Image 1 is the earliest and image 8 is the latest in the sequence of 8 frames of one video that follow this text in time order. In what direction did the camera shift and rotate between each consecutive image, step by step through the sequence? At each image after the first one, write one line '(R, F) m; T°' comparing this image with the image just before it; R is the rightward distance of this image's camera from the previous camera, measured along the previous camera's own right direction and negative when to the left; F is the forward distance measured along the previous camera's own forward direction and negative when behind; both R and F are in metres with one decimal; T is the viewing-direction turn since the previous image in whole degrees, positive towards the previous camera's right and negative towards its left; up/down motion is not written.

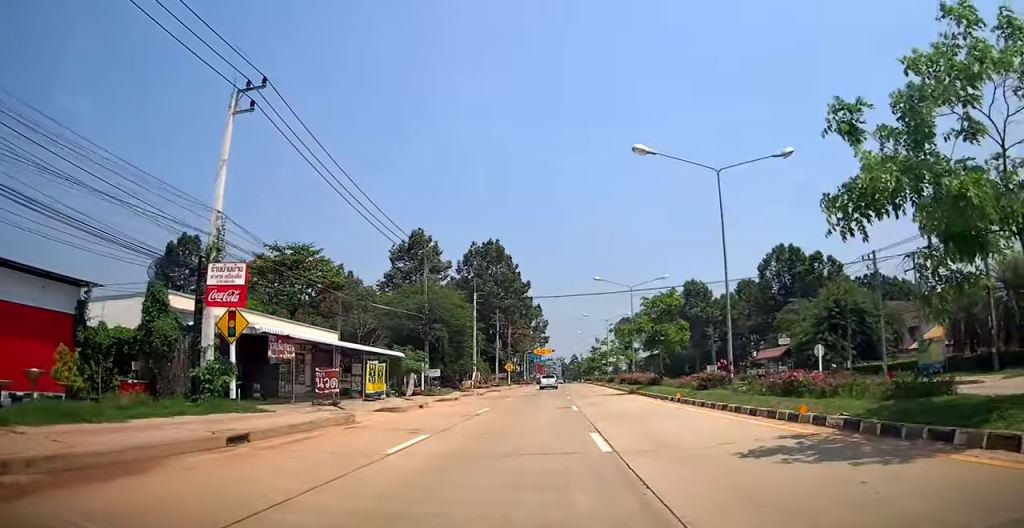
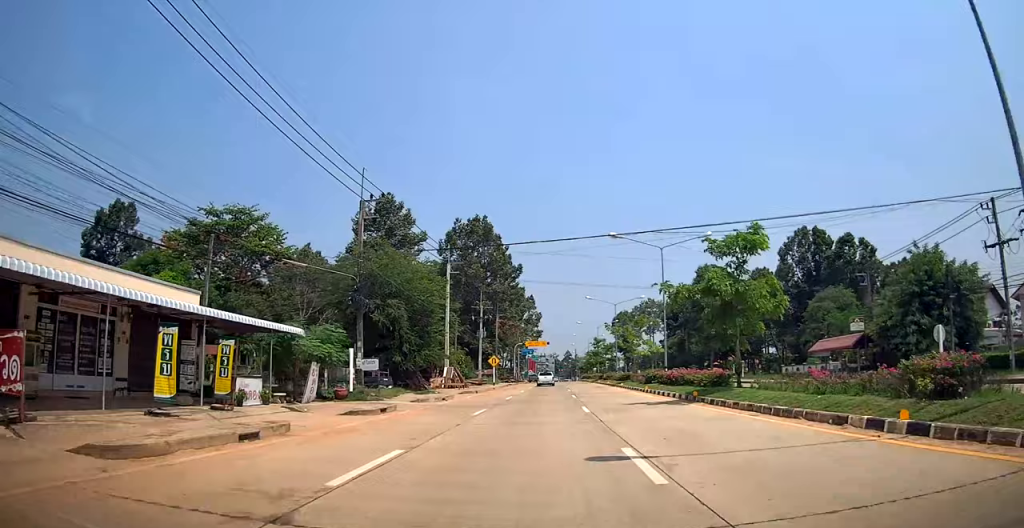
(-0.2, +14.9) m; 0°
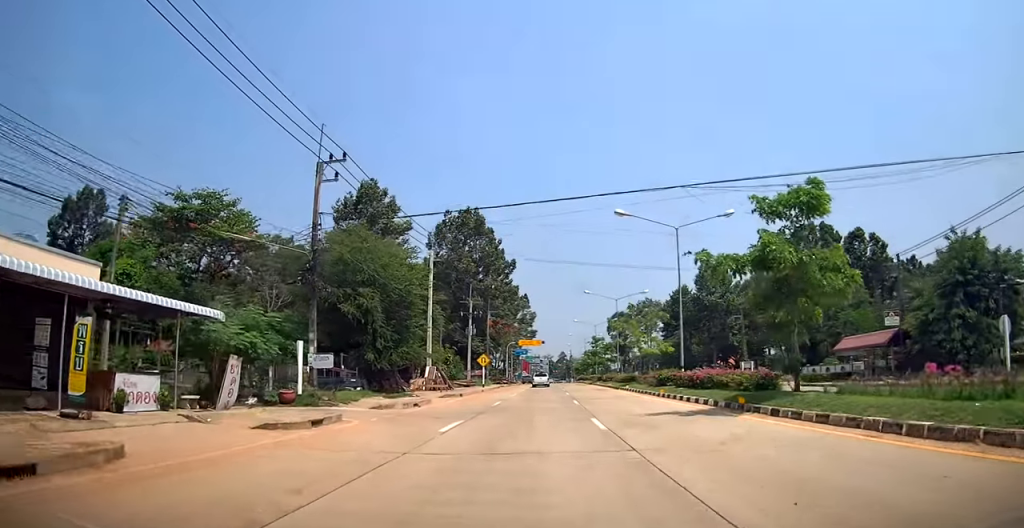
(0.0, +5.3) m; +1°
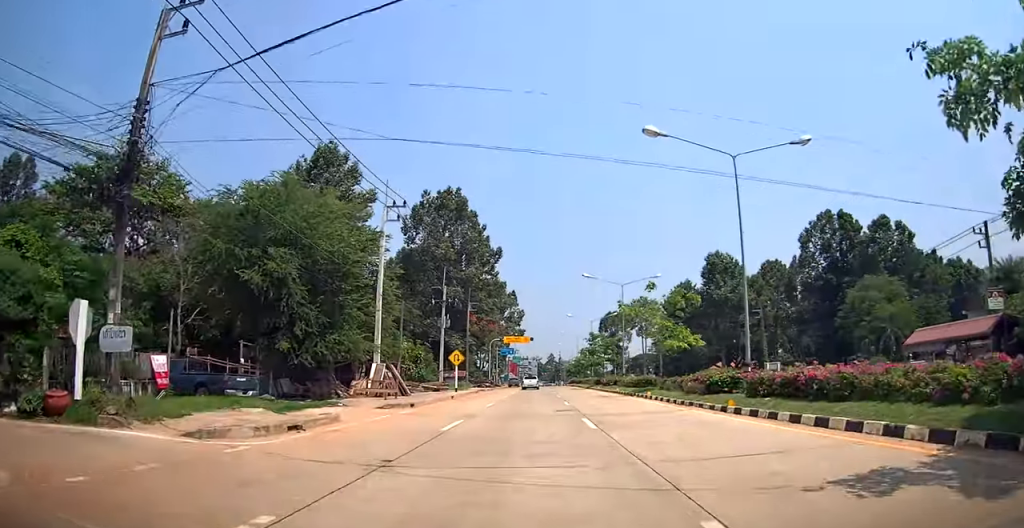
(+0.1, +11.0) m; +1°
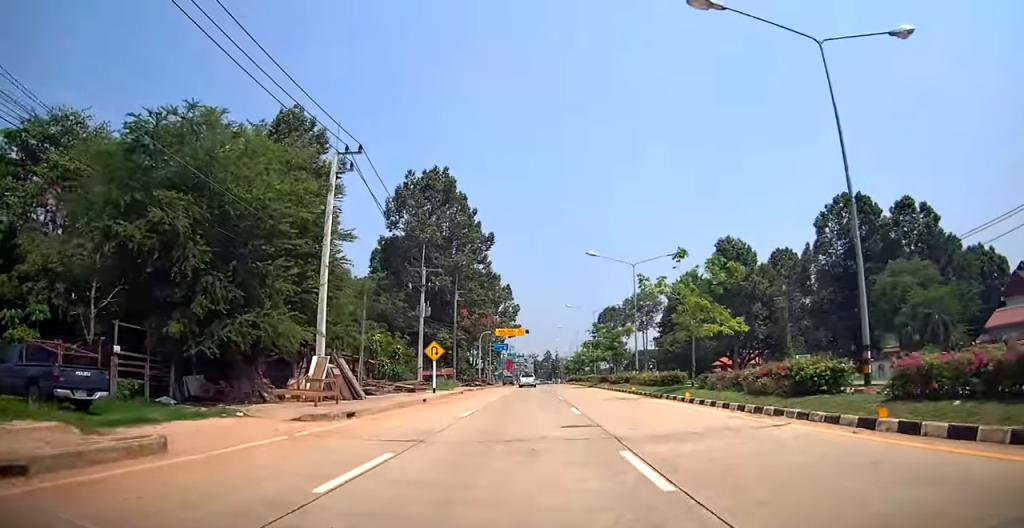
(+0.1, +7.7) m; +1°
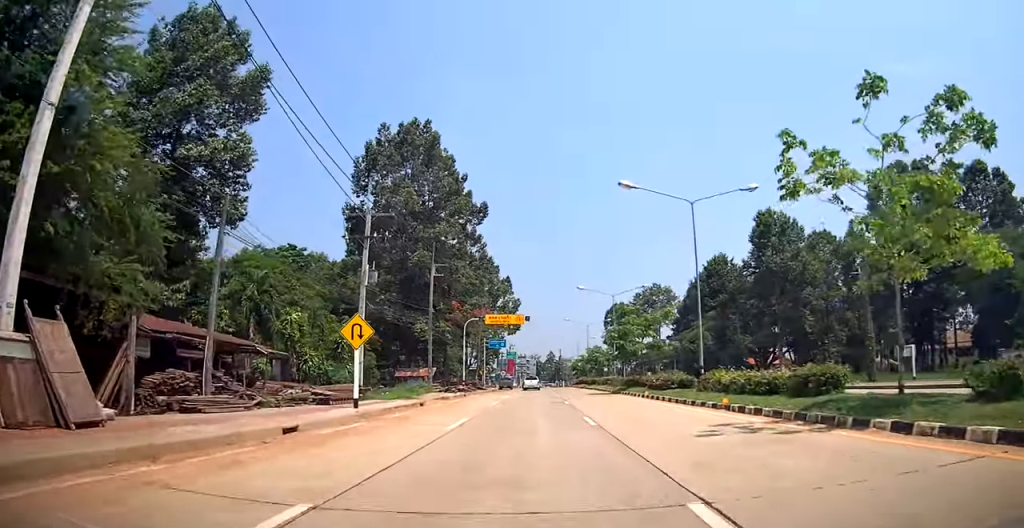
(0.0, +15.8) m; -2°
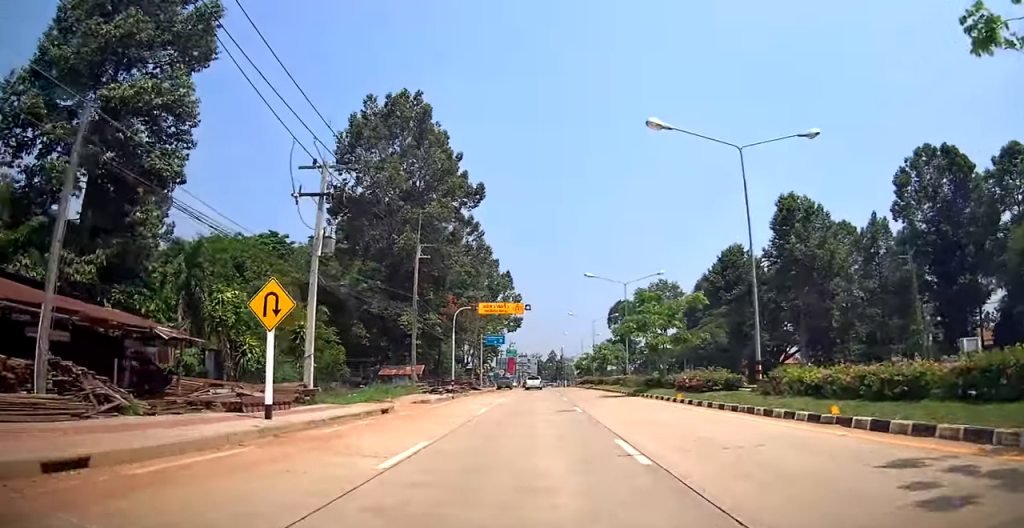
(-0.3, +6.8) m; 0°
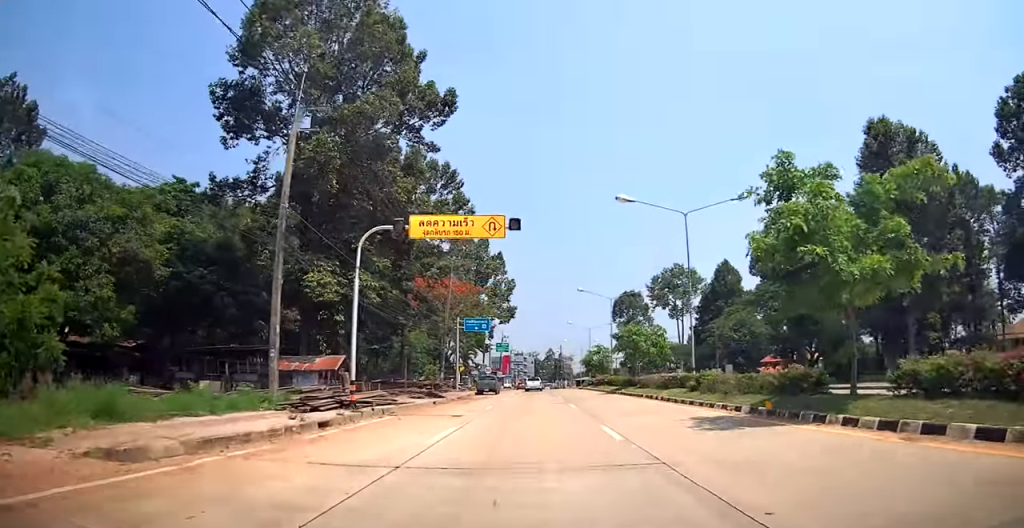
(+0.5, +21.3) m; +3°
